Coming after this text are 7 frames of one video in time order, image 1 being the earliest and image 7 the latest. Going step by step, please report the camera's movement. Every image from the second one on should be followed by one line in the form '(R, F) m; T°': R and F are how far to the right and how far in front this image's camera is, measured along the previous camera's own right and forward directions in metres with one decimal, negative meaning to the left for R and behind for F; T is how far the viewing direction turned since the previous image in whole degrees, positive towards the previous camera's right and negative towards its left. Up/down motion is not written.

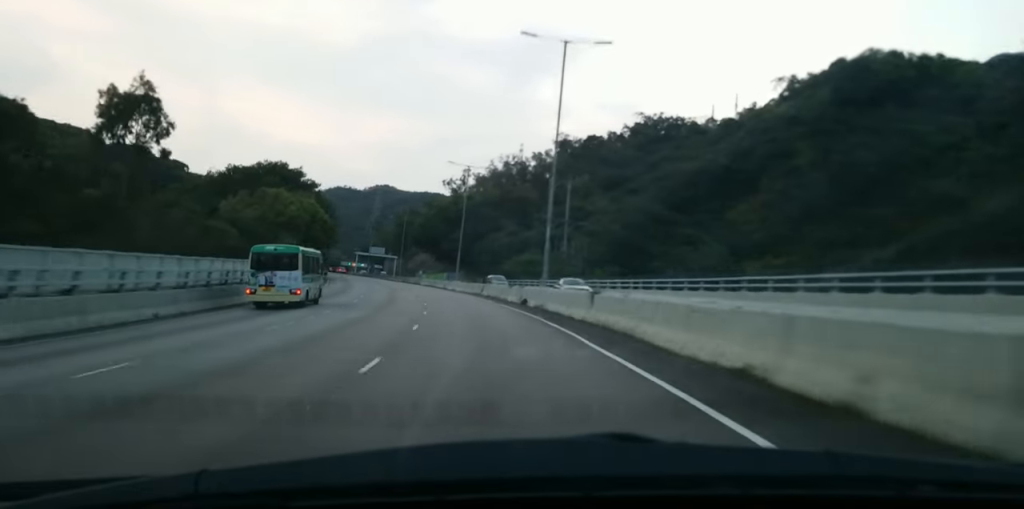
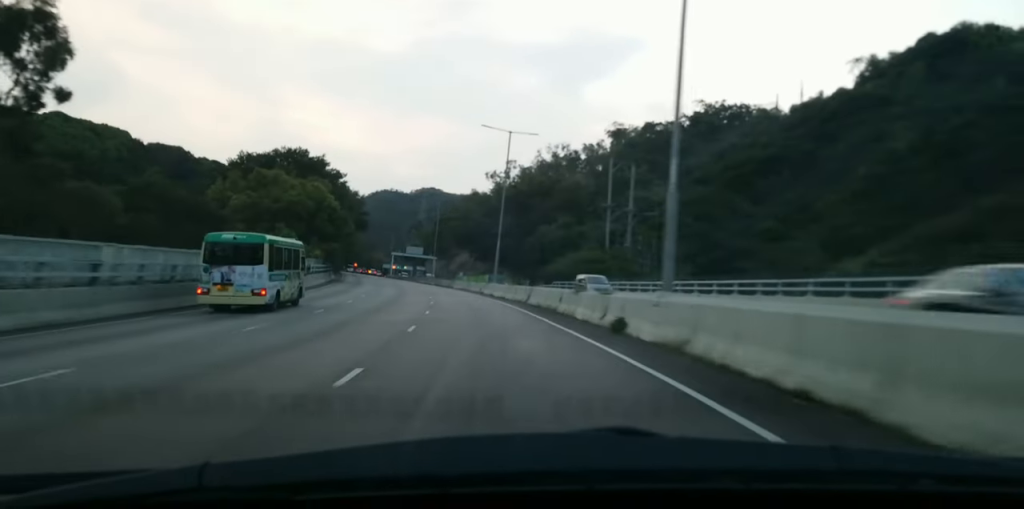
(-0.5, +20.3) m; -3°
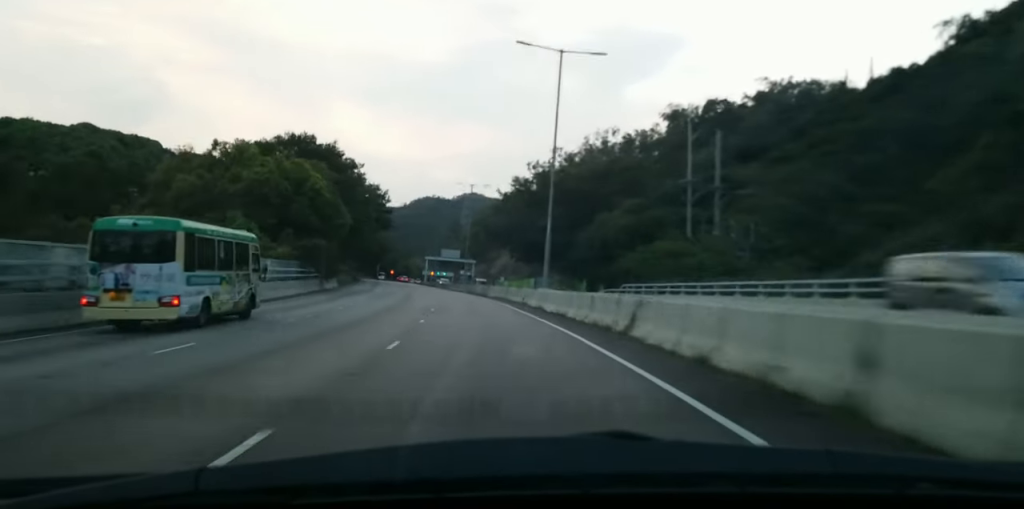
(-0.6, +22.4) m; -3°
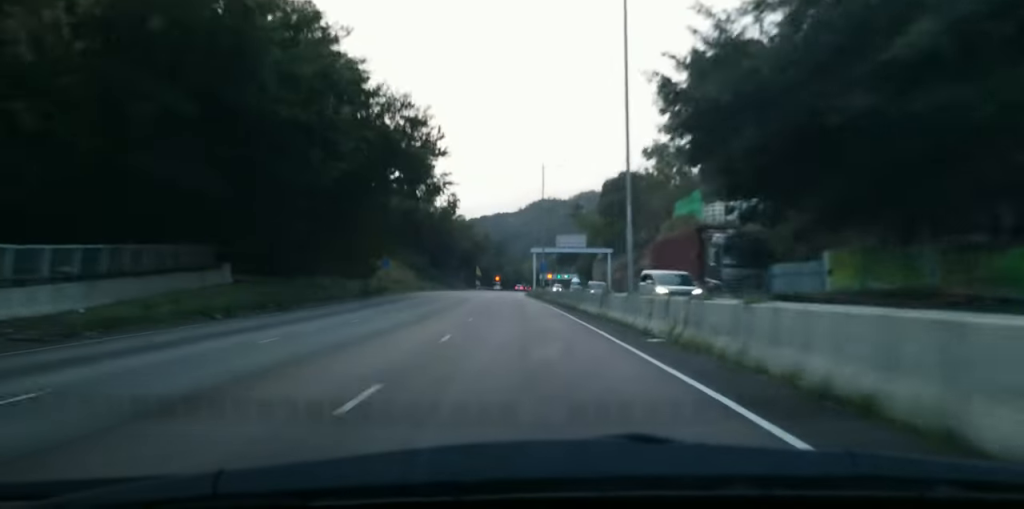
(-4.8, +70.1) m; -7°
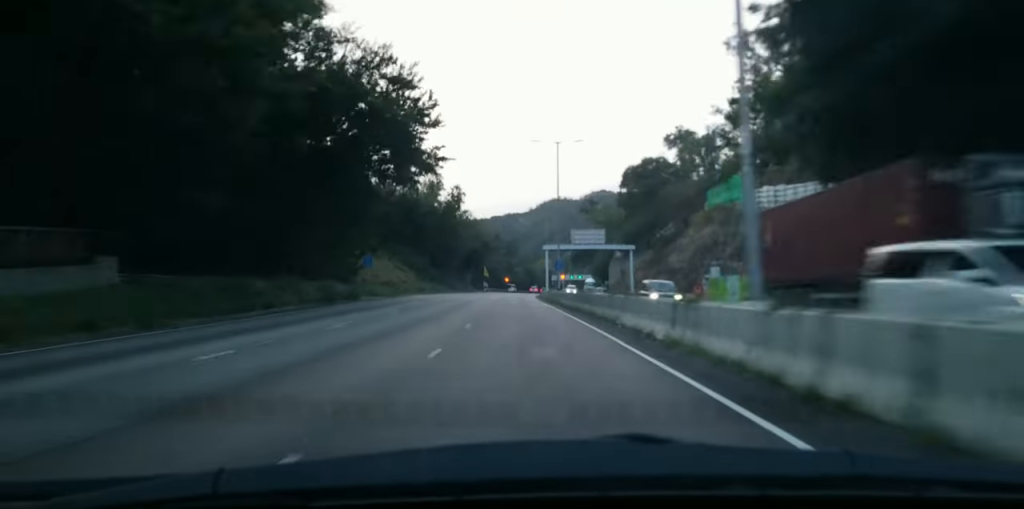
(-0.3, +12.1) m; -1°
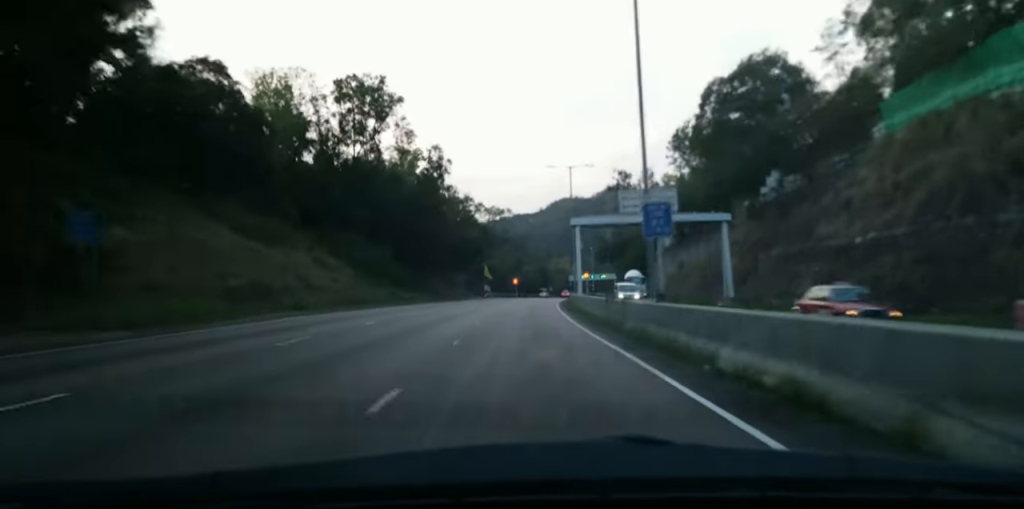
(-0.8, +42.2) m; -1°
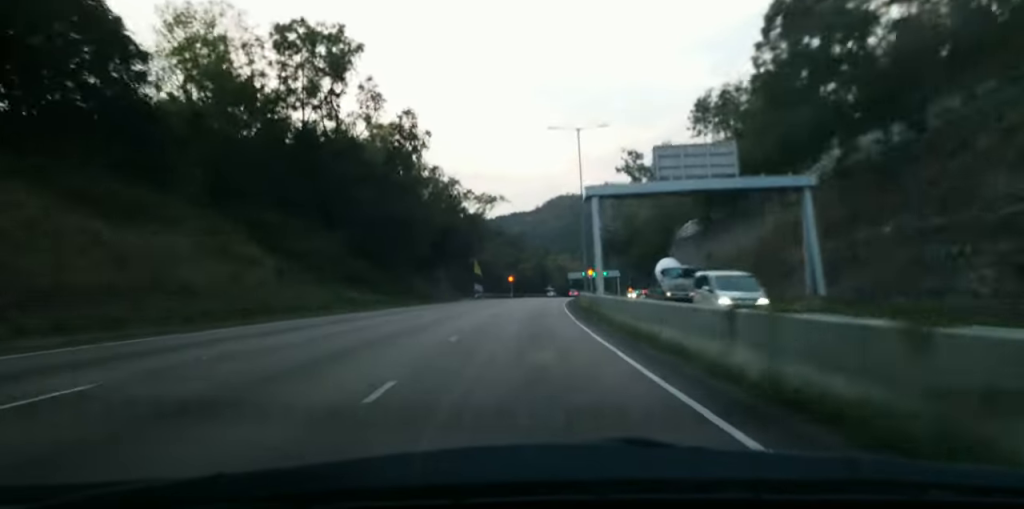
(0.0, +17.9) m; 0°
